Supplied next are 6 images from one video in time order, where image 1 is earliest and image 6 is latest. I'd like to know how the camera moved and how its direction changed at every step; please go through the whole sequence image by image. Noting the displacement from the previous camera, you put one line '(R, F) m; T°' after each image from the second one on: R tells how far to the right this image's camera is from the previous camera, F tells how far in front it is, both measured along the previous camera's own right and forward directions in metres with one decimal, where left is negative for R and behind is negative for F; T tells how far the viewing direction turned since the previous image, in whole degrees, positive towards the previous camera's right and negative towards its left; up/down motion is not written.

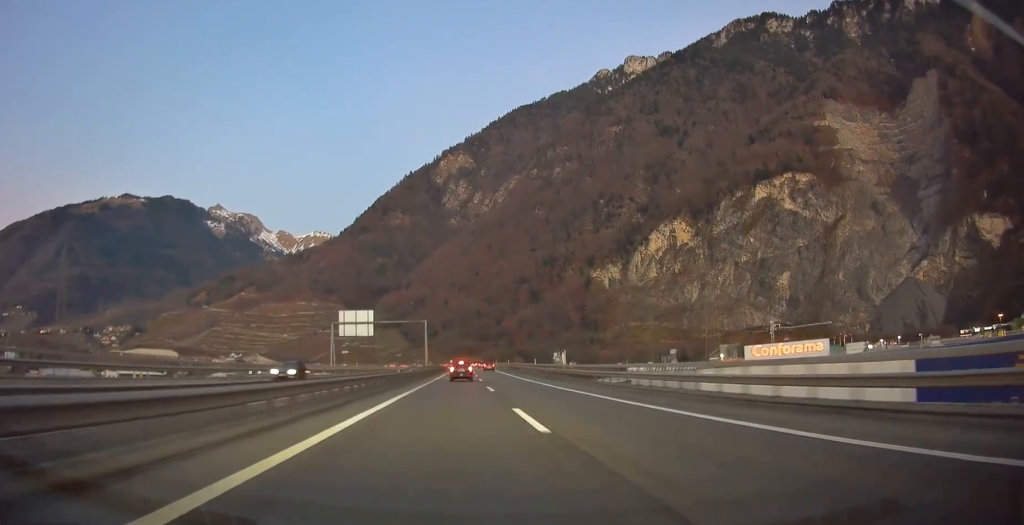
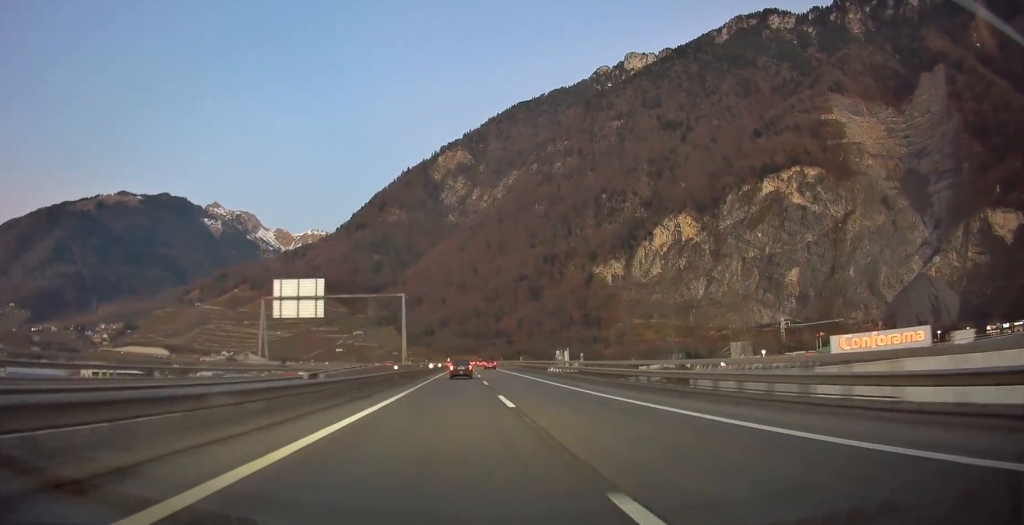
(+0.6, +30.5) m; +1°
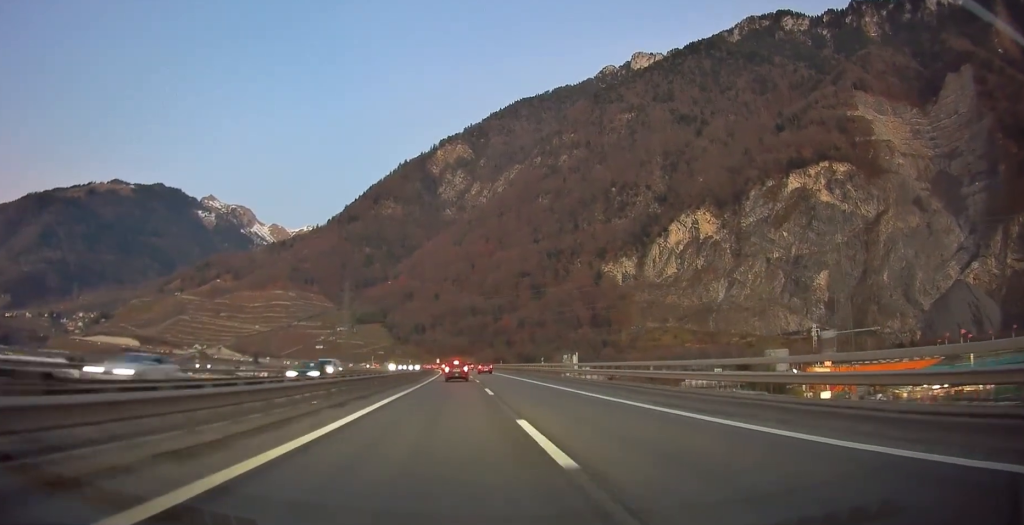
(+1.1, +83.6) m; +1°
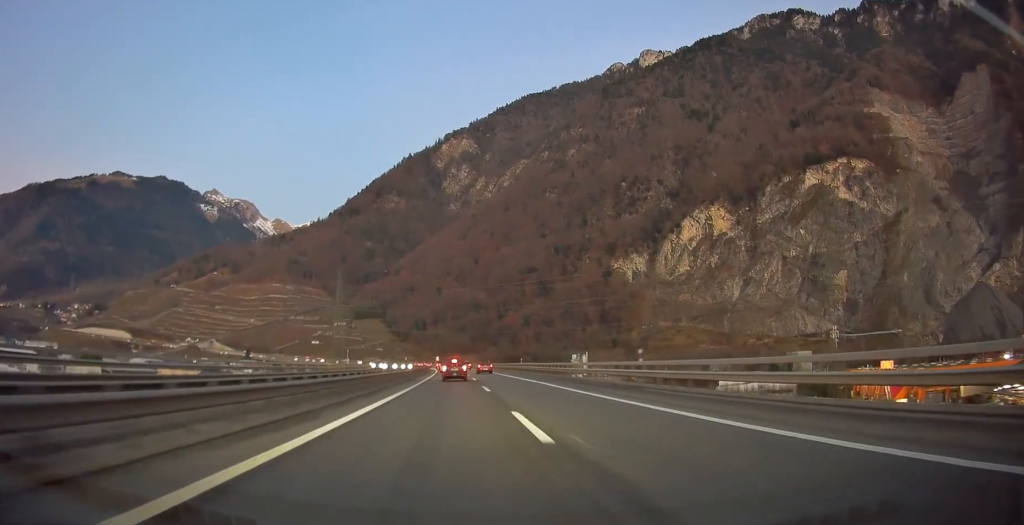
(-0.1, +34.6) m; 0°
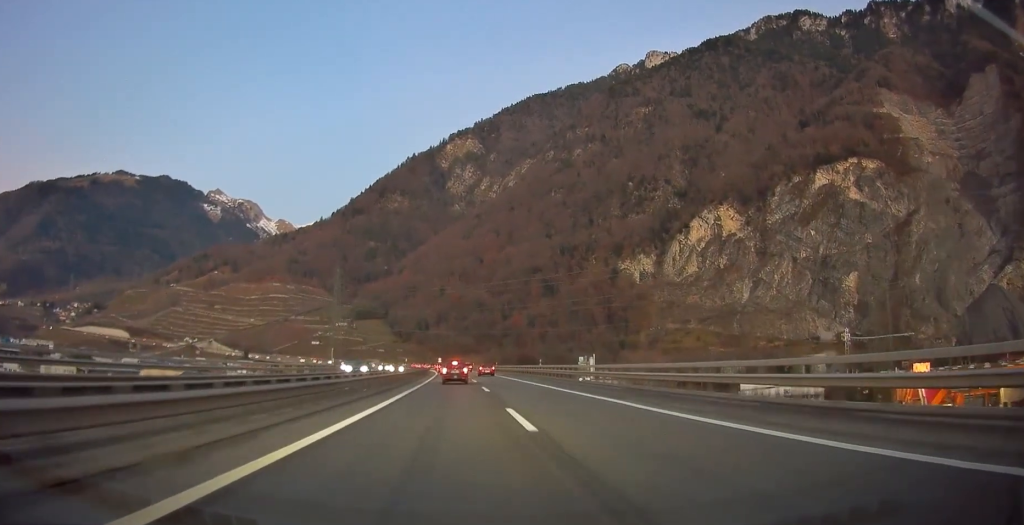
(0.0, +15.6) m; 0°
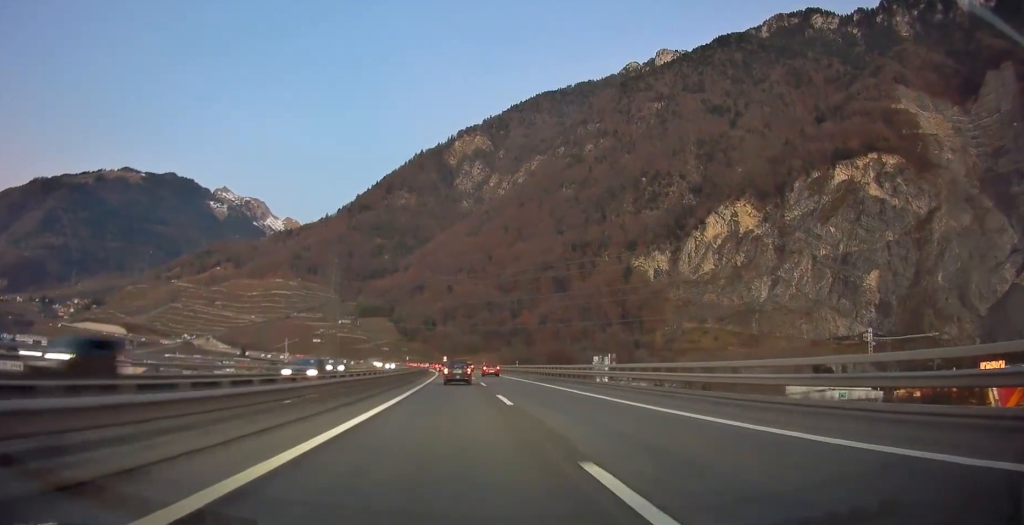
(+0.1, +28.7) m; 0°
